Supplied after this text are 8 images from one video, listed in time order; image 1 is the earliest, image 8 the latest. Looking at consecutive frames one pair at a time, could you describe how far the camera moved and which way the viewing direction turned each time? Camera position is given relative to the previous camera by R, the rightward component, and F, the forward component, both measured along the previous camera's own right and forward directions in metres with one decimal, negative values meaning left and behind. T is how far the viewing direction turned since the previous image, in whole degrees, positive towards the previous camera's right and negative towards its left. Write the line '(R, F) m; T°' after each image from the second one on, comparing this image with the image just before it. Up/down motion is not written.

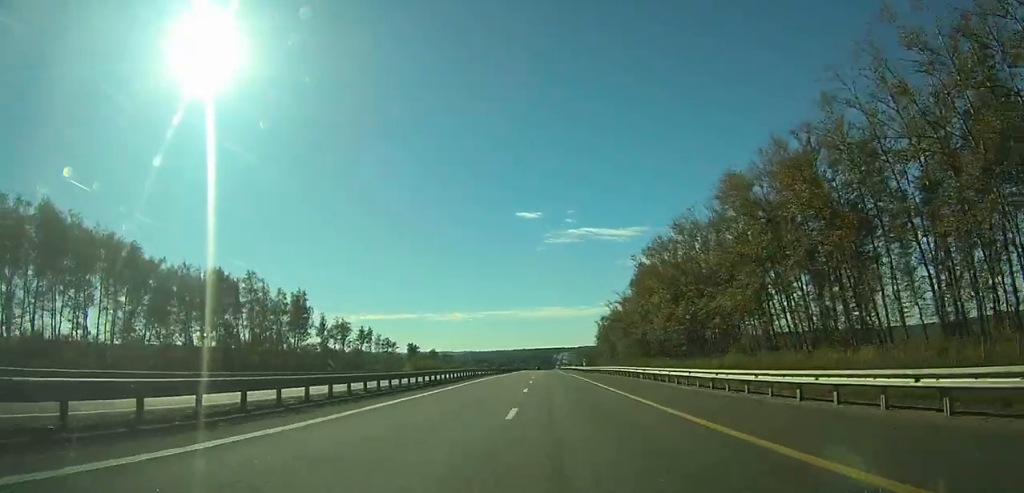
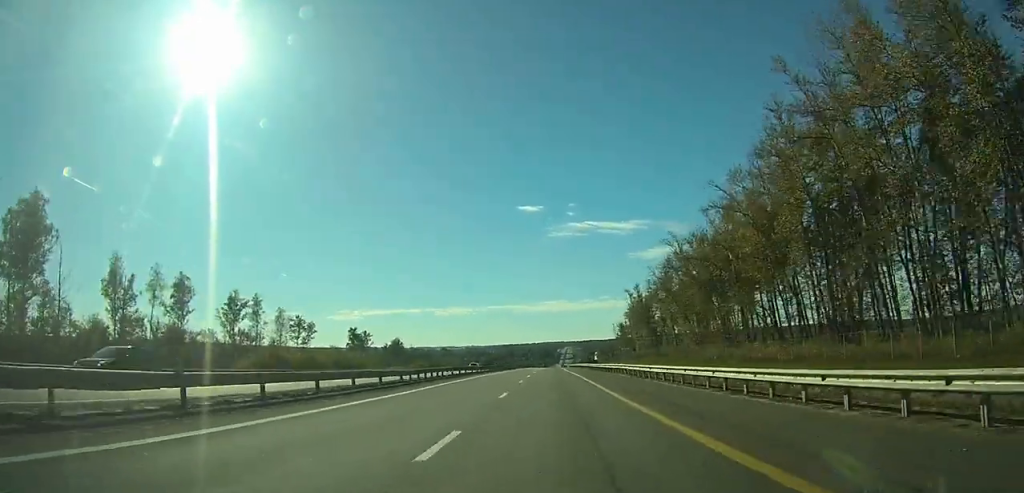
(-0.4, +89.7) m; 0°
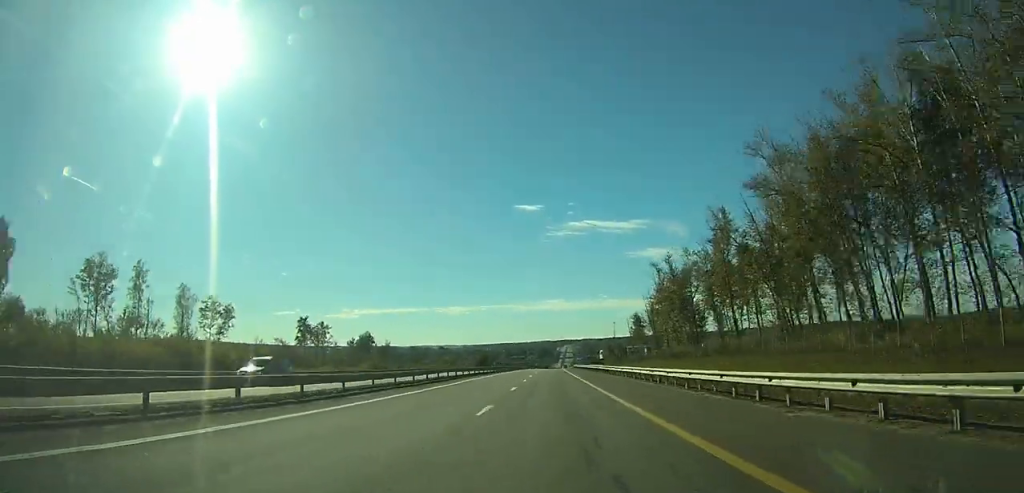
(0.0, +41.9) m; 0°
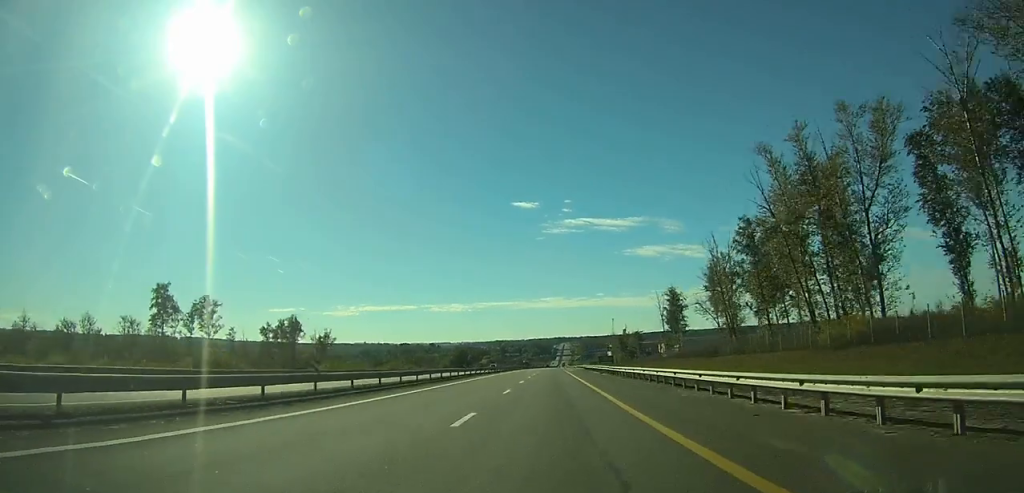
(+0.1, +62.5) m; 0°
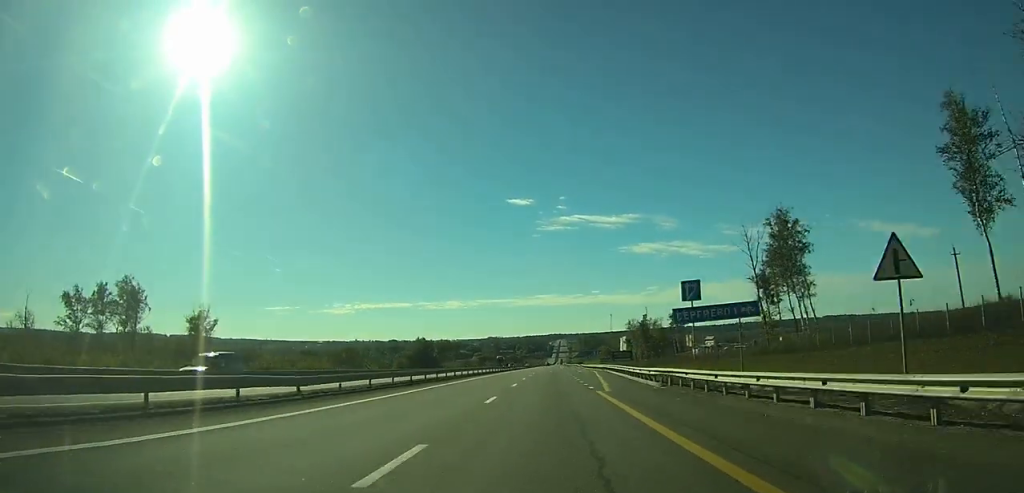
(+0.1, +65.9) m; 0°
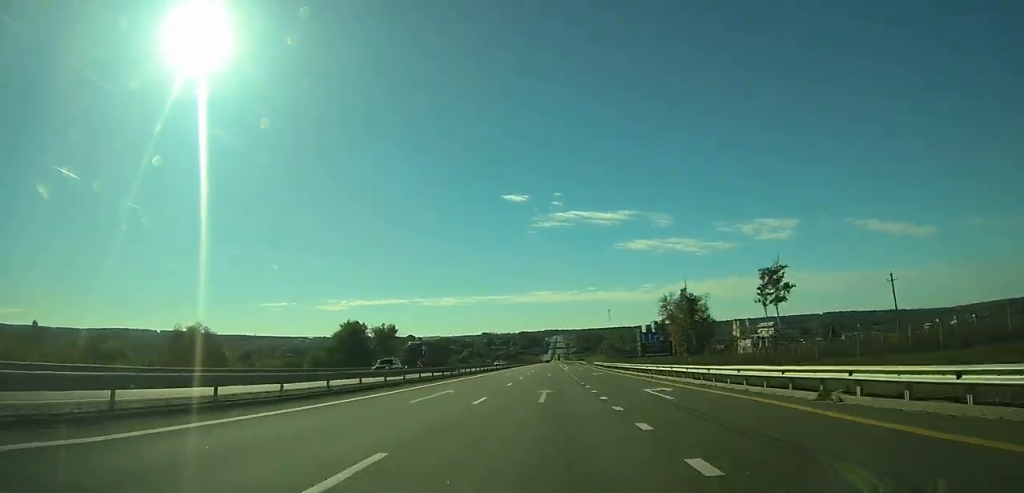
(+0.2, +61.6) m; 0°
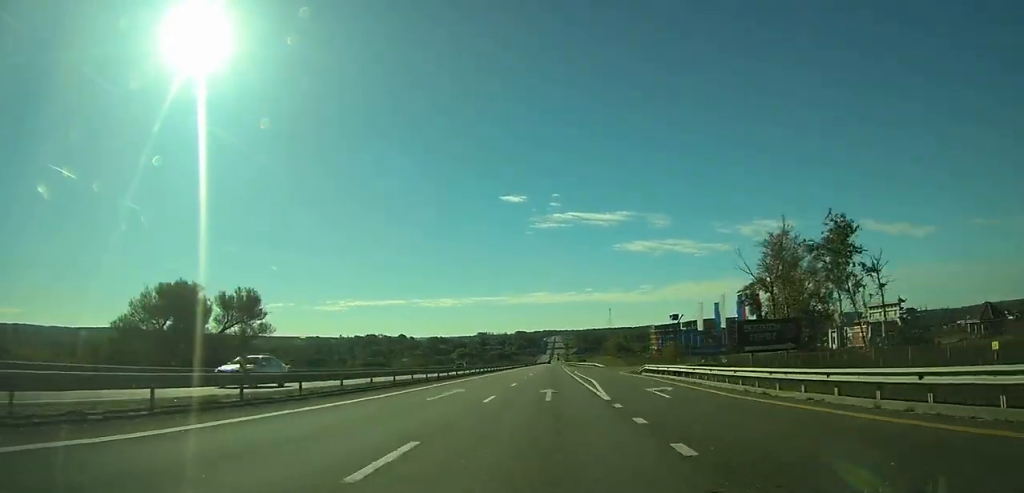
(+0.1, +59.0) m; 0°
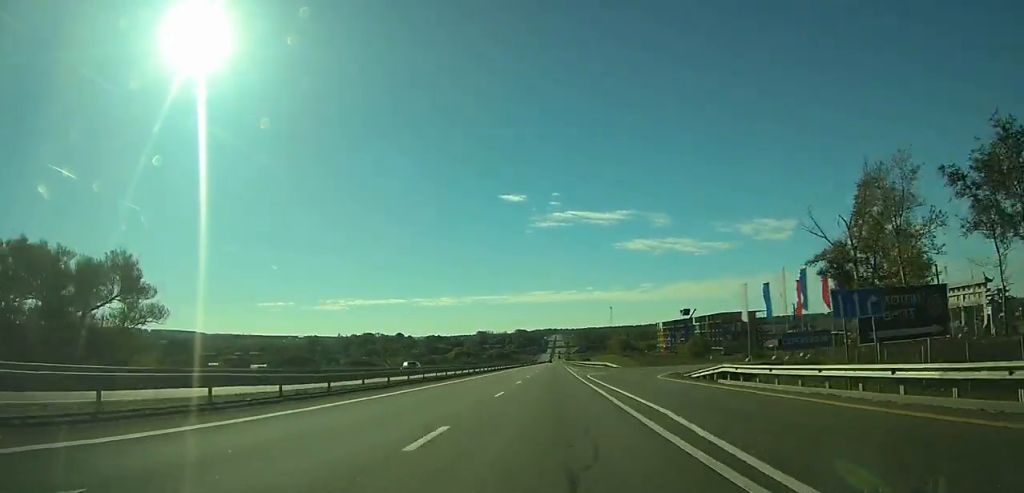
(0.0, +22.0) m; 0°
